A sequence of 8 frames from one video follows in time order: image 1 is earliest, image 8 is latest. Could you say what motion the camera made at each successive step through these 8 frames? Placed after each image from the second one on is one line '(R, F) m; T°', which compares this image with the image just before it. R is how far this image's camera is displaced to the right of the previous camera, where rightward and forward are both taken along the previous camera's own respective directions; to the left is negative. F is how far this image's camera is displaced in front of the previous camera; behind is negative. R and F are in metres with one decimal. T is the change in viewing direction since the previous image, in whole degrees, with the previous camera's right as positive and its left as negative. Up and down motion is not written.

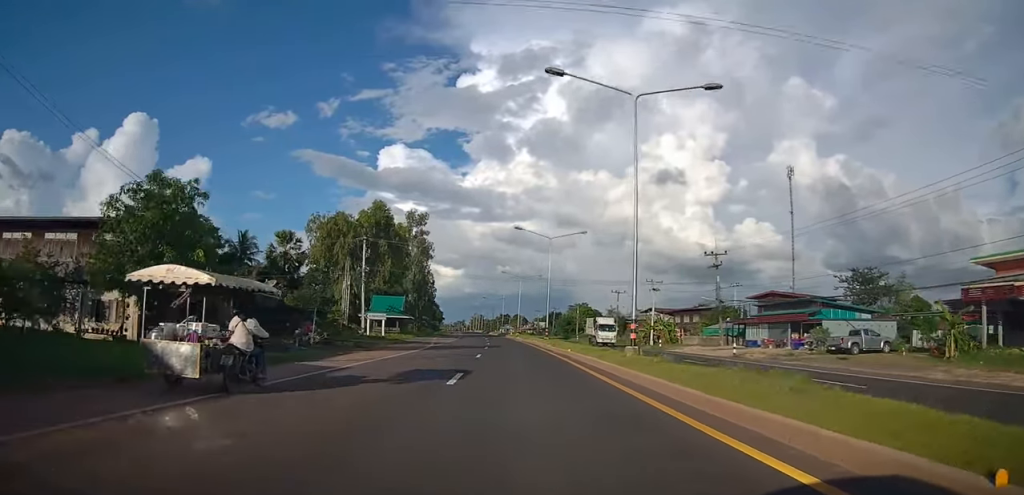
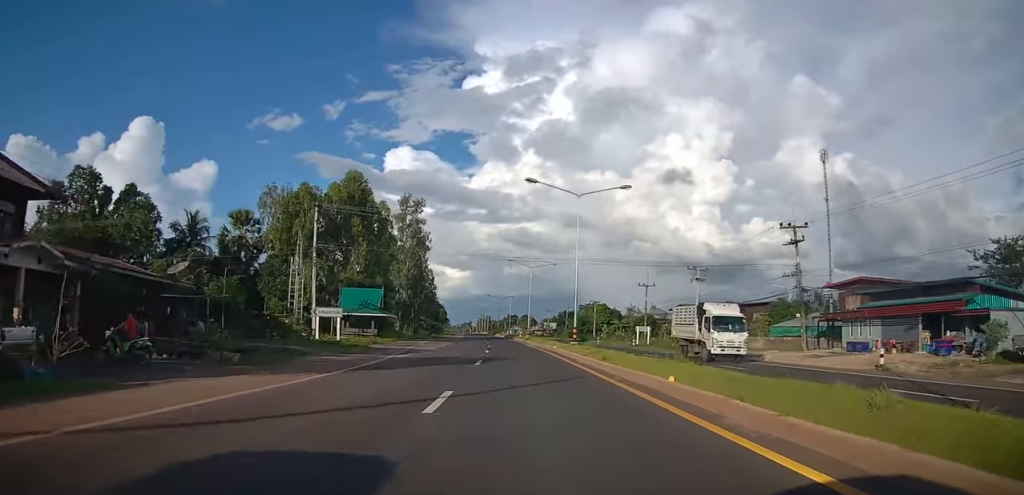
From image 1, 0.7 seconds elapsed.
(+0.3, +16.1) m; 0°
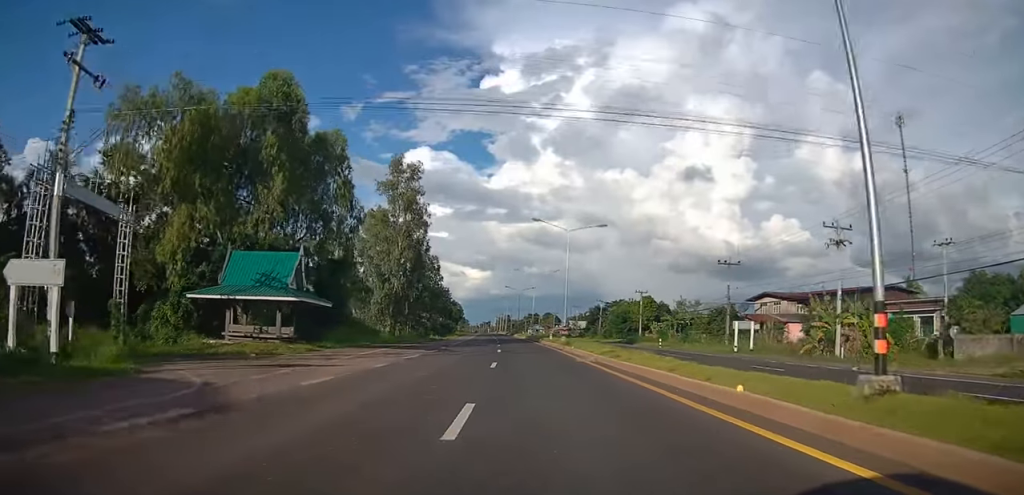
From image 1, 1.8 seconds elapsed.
(-0.8, +26.2) m; -2°
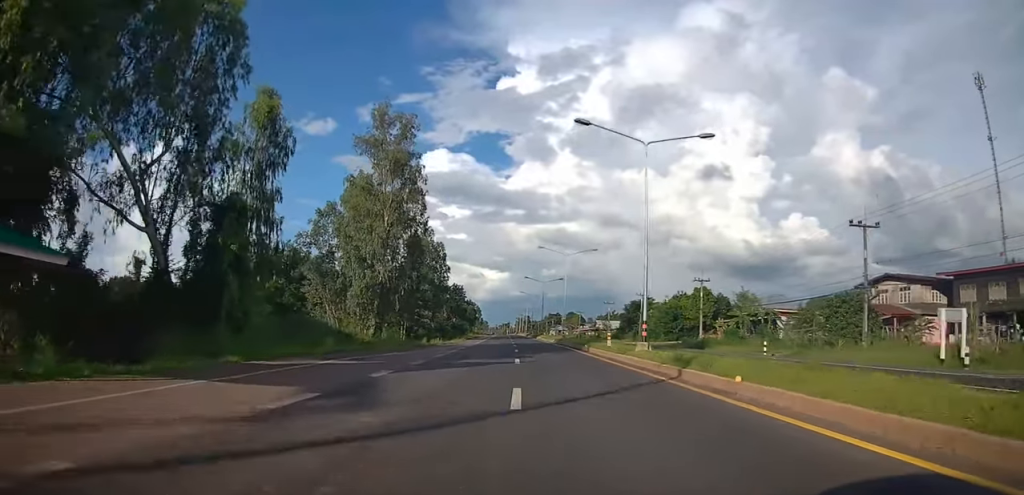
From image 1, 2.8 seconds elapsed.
(-0.2, +21.8) m; -2°
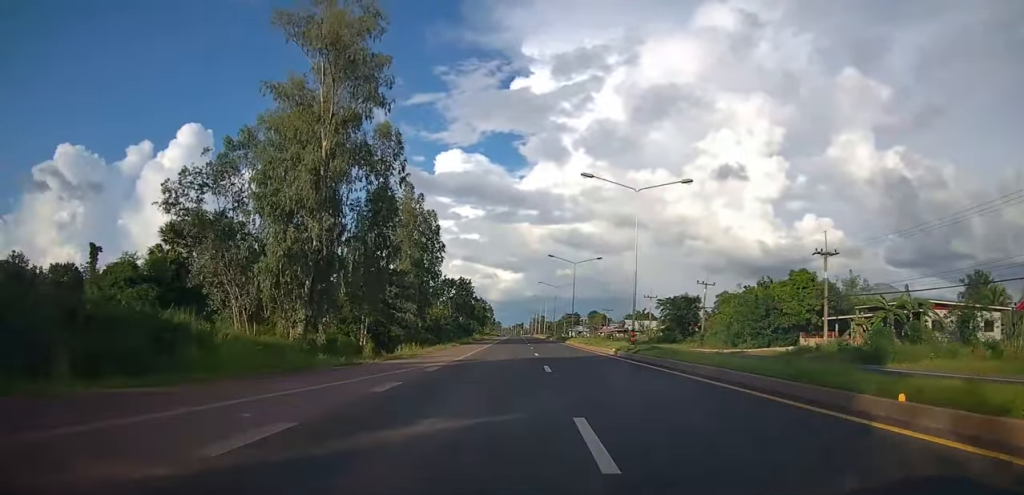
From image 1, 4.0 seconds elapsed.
(-0.8, +27.6) m; -2°
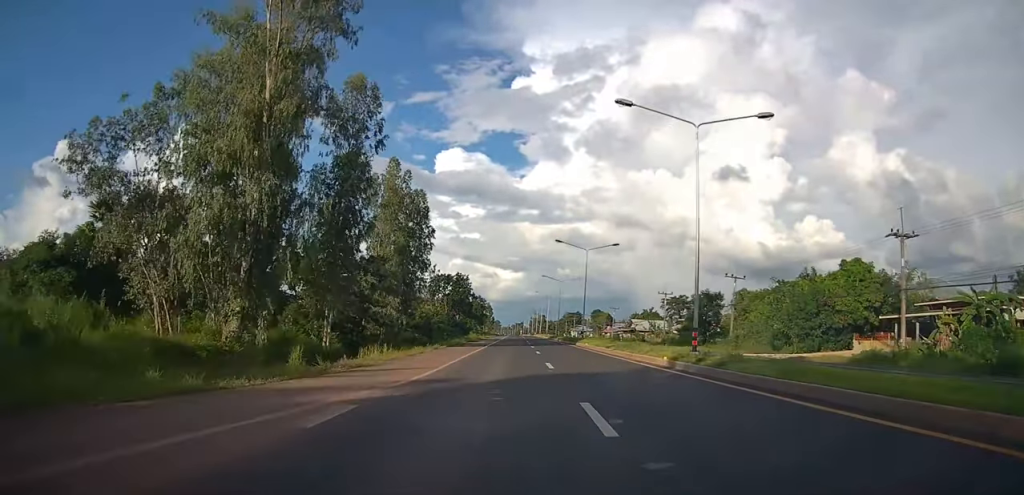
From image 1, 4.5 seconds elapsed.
(0.0, +10.5) m; 0°
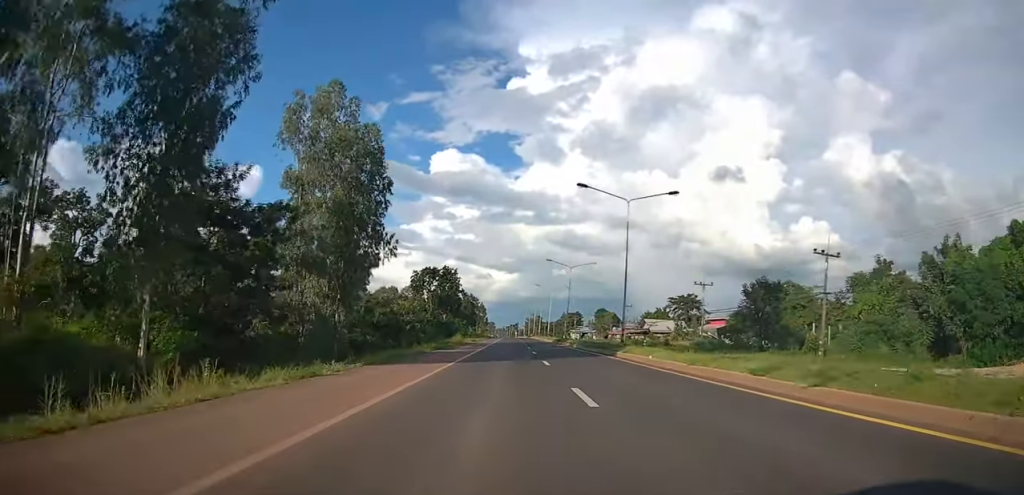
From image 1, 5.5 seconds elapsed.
(0.0, +21.6) m; +2°
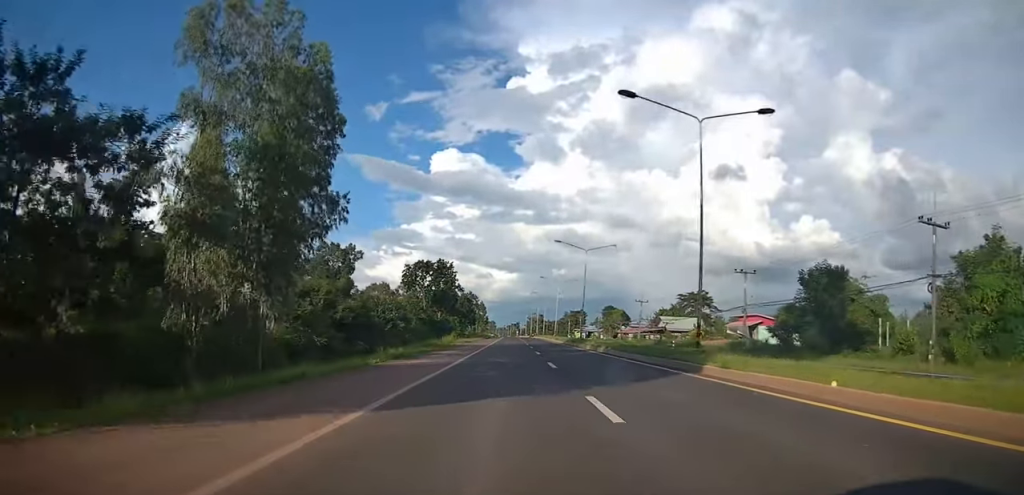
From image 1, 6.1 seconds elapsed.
(+0.3, +13.5) m; 0°
